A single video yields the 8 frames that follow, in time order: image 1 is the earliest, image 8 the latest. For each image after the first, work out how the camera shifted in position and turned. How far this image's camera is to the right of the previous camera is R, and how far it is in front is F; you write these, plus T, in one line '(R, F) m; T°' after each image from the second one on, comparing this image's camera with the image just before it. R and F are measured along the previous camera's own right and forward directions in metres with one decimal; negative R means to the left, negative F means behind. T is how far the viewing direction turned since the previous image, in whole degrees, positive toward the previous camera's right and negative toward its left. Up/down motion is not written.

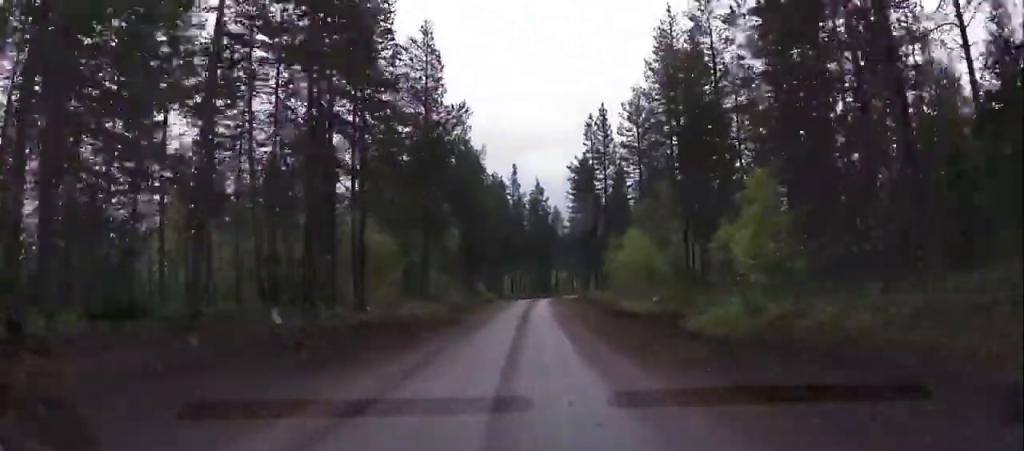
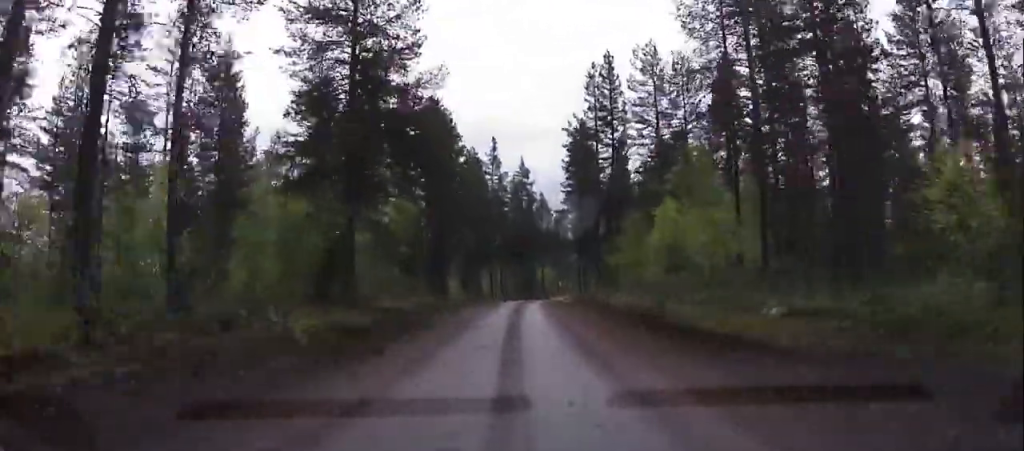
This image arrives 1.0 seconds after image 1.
(-0.7, +14.9) m; -3°
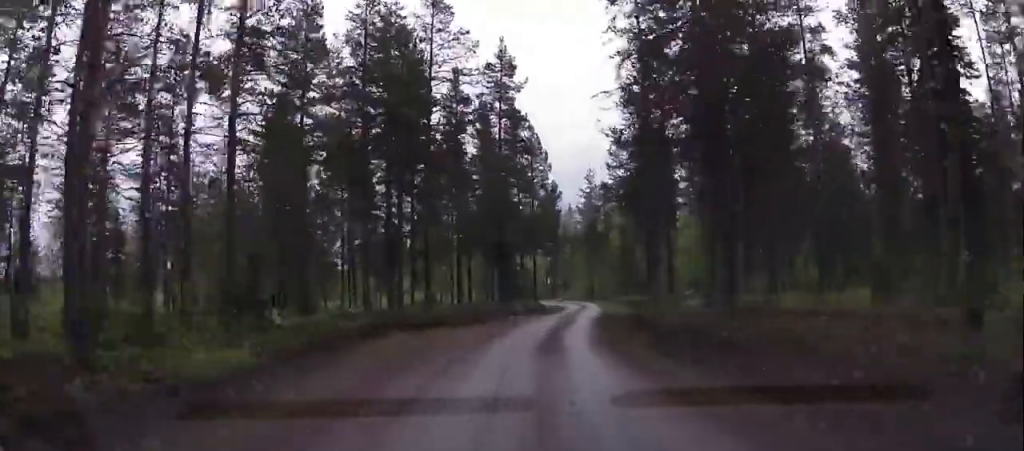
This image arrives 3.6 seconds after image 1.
(+5.2, +39.4) m; +15°
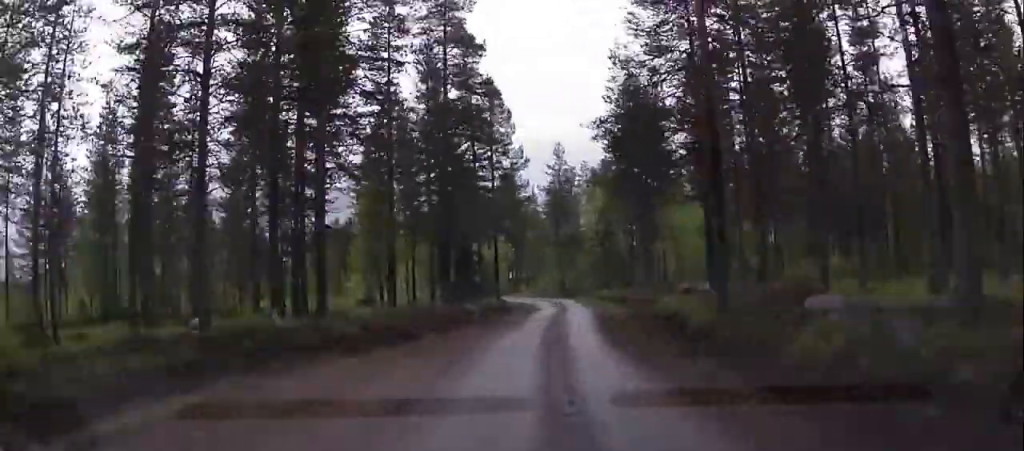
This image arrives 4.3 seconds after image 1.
(0.0, +11.8) m; 0°
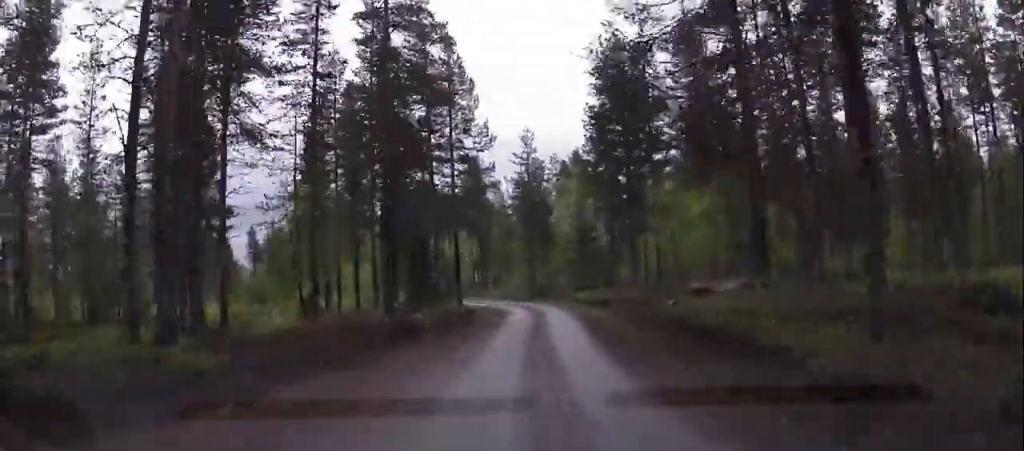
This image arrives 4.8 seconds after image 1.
(0.0, +7.1) m; 0°
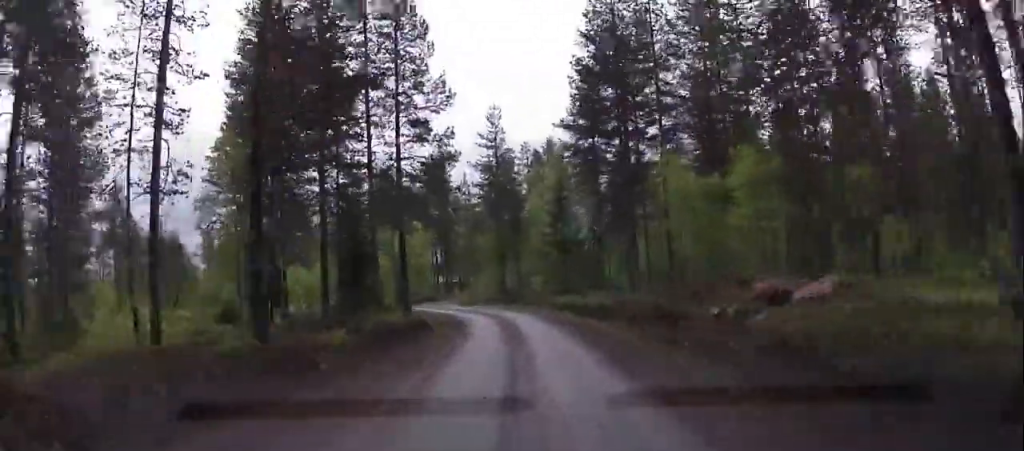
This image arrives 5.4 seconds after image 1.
(0.0, +9.0) m; 0°
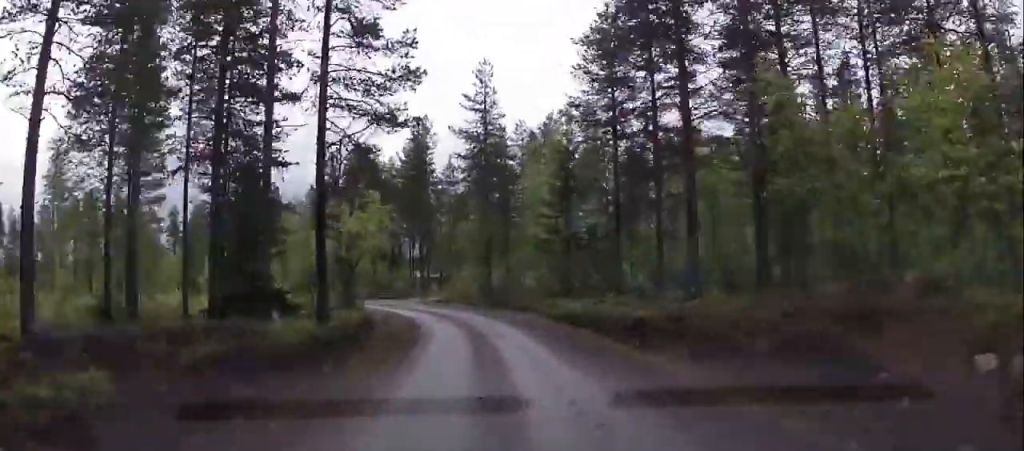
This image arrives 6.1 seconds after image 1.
(+0.1, +10.7) m; -2°
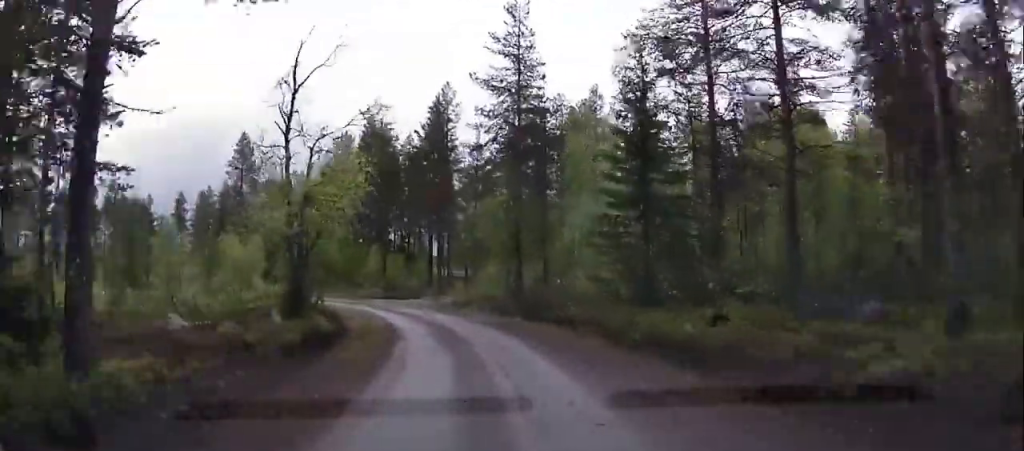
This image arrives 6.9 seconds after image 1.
(-0.4, +10.8) m; -4°
